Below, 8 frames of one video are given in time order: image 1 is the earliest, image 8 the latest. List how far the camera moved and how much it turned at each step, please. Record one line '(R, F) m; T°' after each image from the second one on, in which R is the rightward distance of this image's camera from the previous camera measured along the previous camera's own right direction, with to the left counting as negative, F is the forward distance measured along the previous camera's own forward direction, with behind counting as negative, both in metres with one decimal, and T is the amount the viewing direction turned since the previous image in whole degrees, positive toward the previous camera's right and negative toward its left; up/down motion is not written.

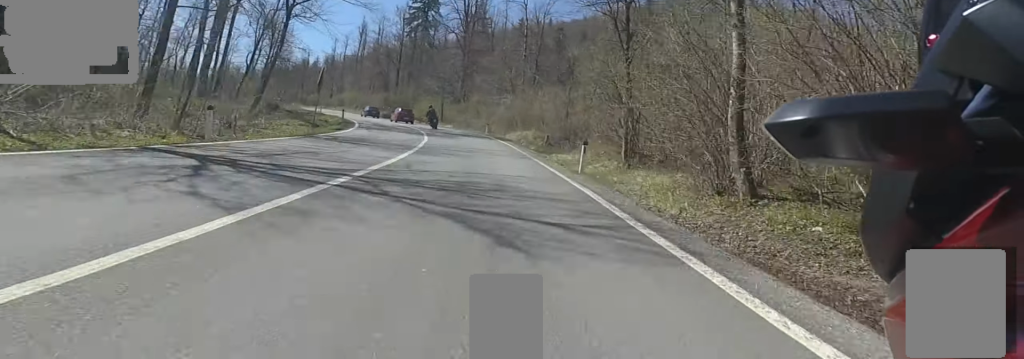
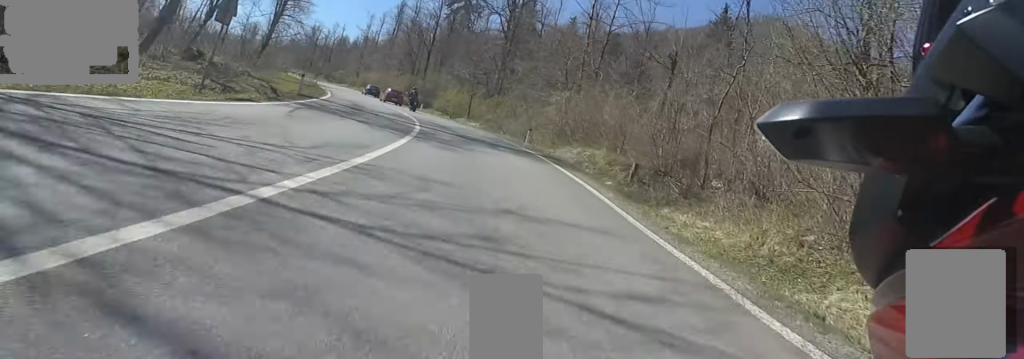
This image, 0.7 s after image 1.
(-0.1, +14.1) m; -6°
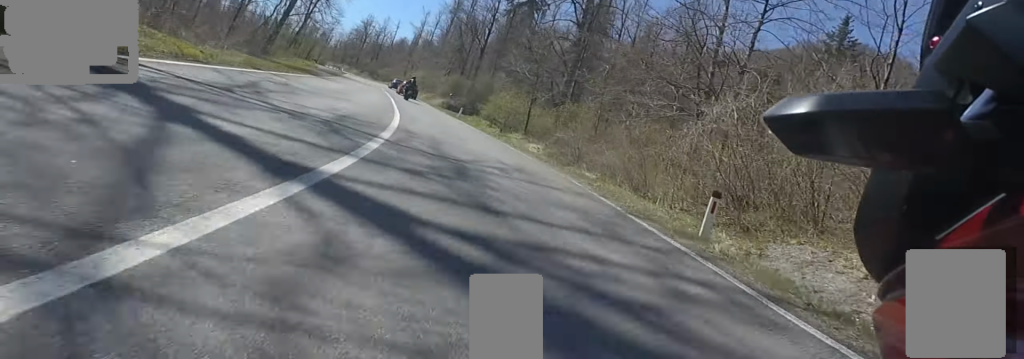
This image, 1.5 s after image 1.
(-1.5, +15.2) m; -5°
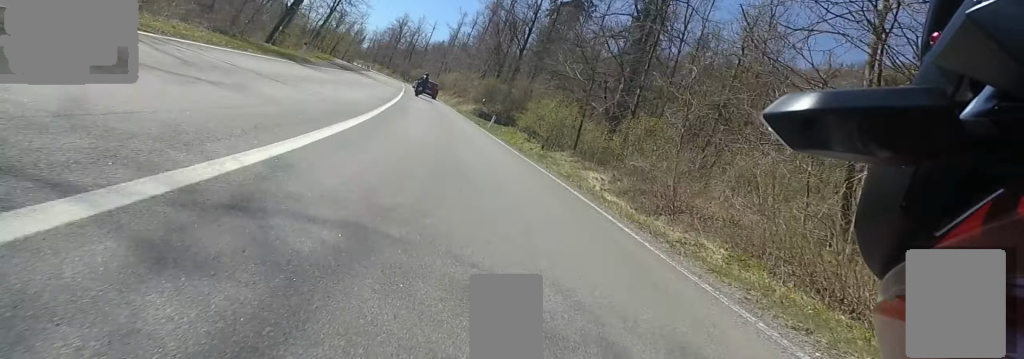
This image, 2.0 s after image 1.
(-0.1, +8.1) m; -2°
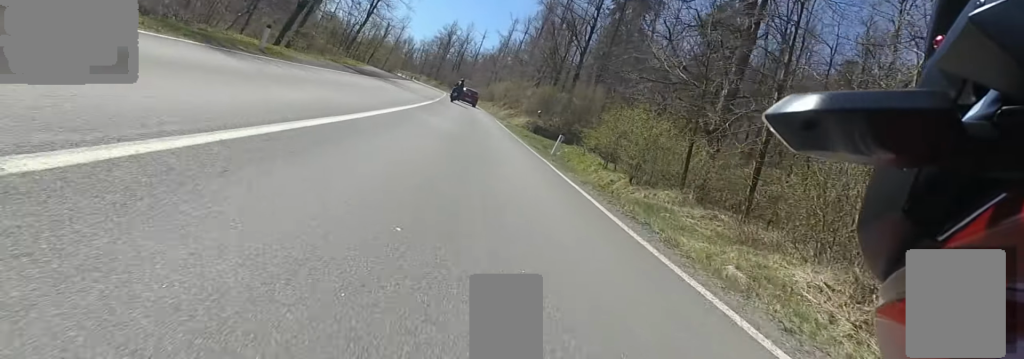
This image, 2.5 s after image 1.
(+0.2, +9.3) m; -2°
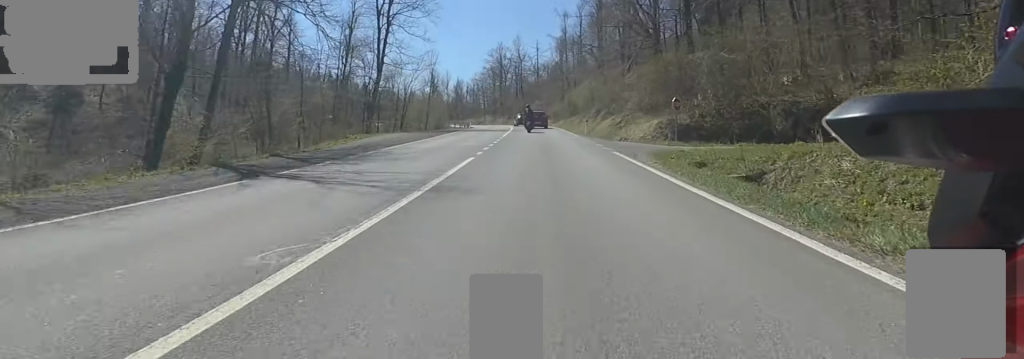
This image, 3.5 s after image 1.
(-1.2, +18.8) m; -5°
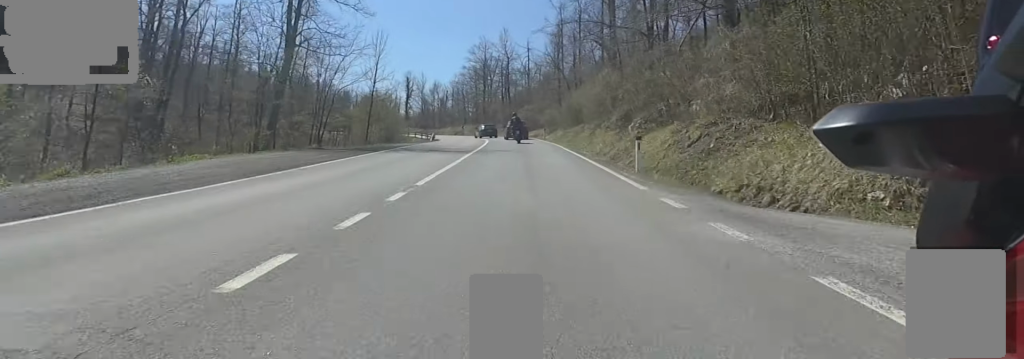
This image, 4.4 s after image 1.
(-0.3, +16.7) m; -2°
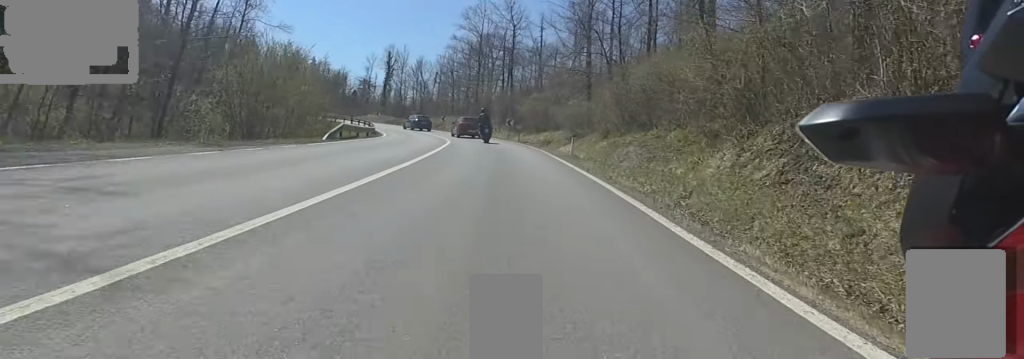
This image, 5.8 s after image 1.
(-0.5, +23.7) m; +1°
